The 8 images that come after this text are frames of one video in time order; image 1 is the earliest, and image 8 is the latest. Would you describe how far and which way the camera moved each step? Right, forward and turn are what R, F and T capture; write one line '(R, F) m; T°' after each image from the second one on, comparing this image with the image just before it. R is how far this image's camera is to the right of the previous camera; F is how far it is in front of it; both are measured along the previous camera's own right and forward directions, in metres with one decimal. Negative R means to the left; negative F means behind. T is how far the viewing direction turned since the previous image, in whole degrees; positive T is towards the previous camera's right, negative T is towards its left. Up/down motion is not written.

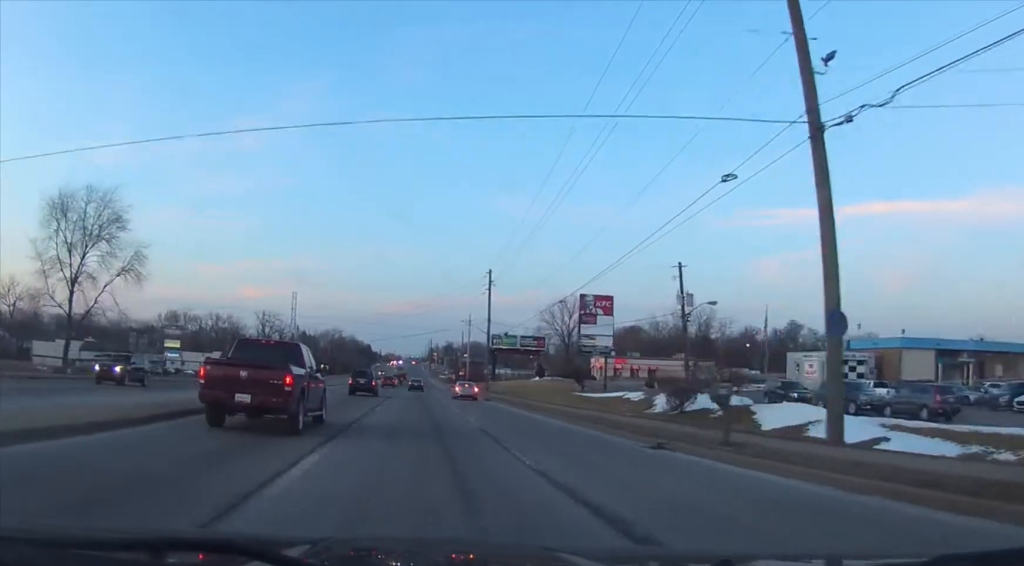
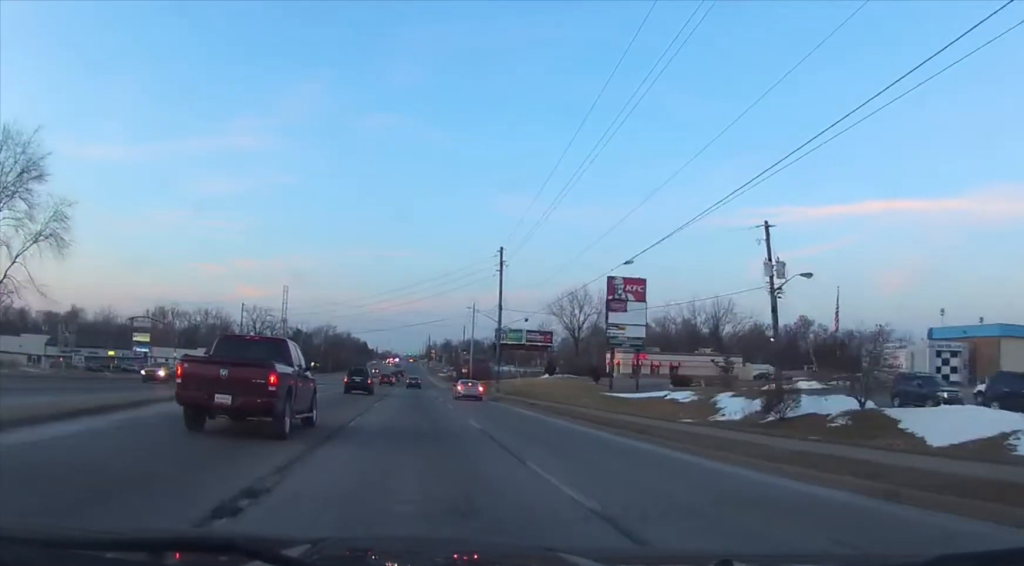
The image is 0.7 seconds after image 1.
(0.0, +13.2) m; 0°
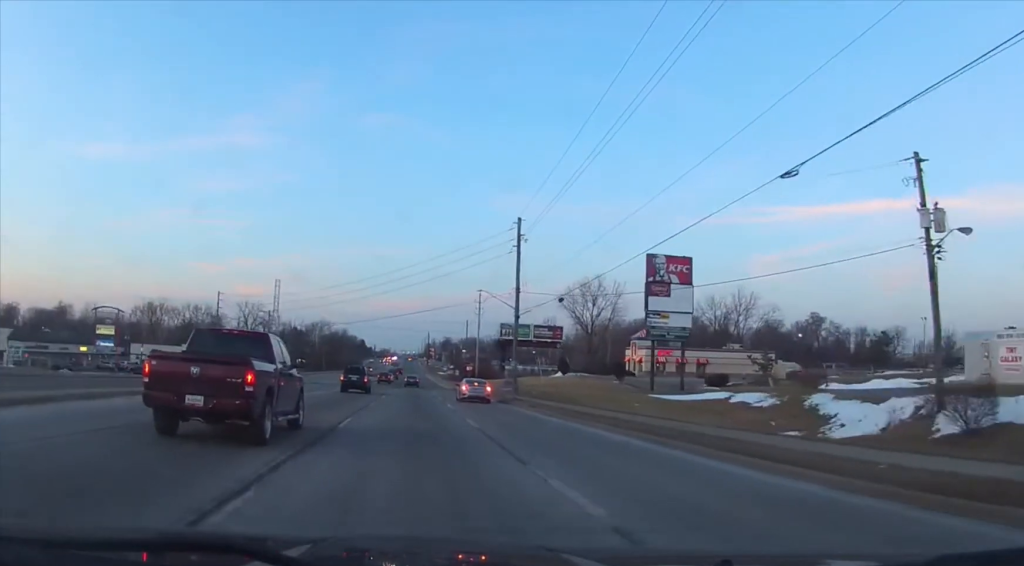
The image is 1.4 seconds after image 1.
(0.0, +13.1) m; 0°
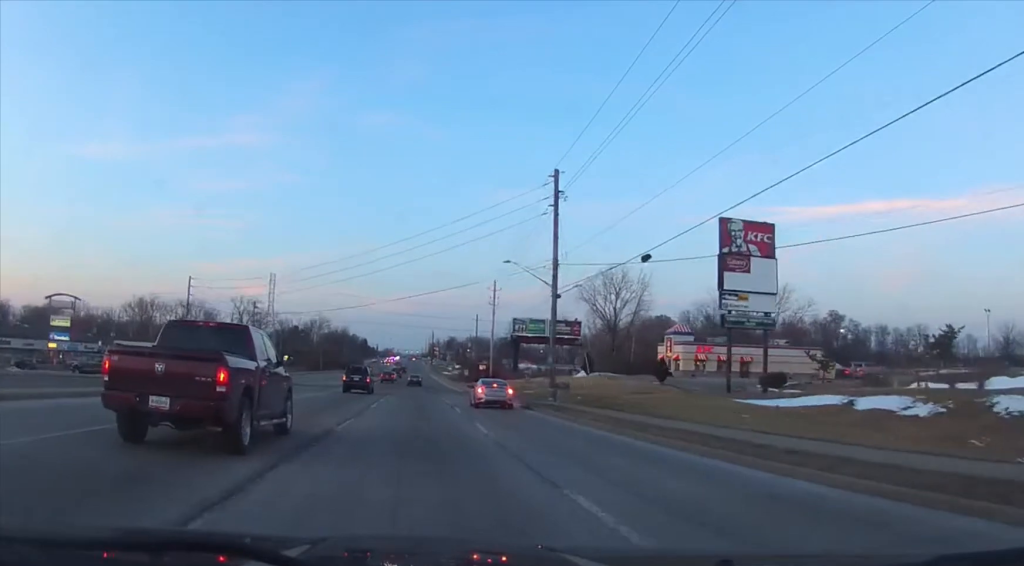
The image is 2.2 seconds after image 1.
(0.0, +14.6) m; 0°
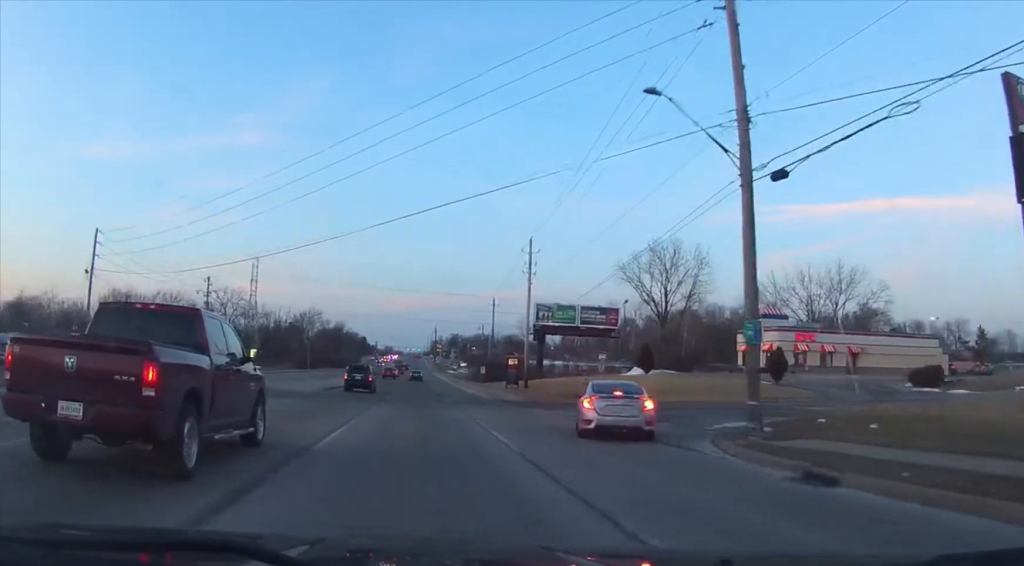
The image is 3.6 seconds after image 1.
(+0.4, +27.3) m; +2°
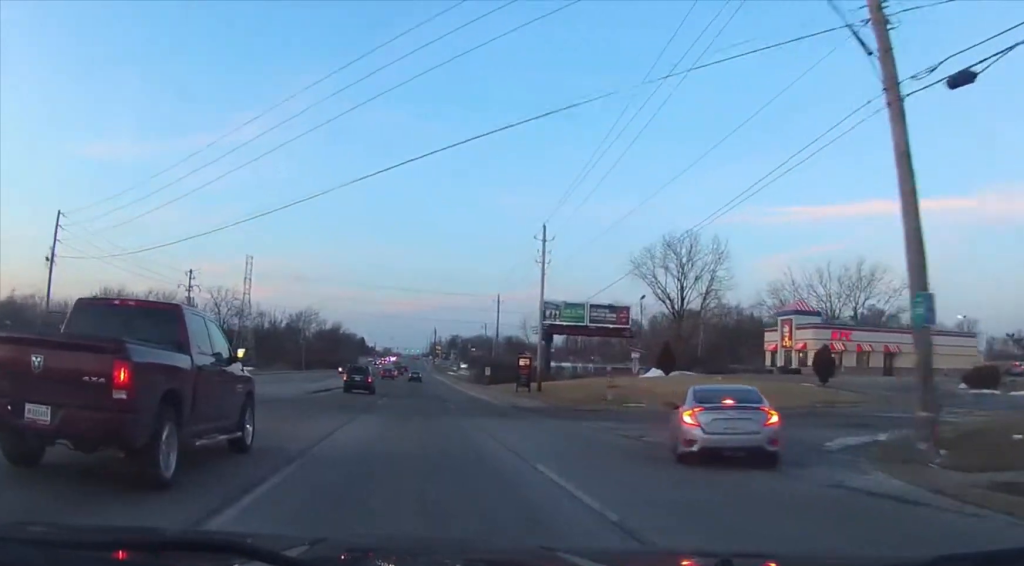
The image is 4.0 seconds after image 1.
(0.0, +7.8) m; 0°
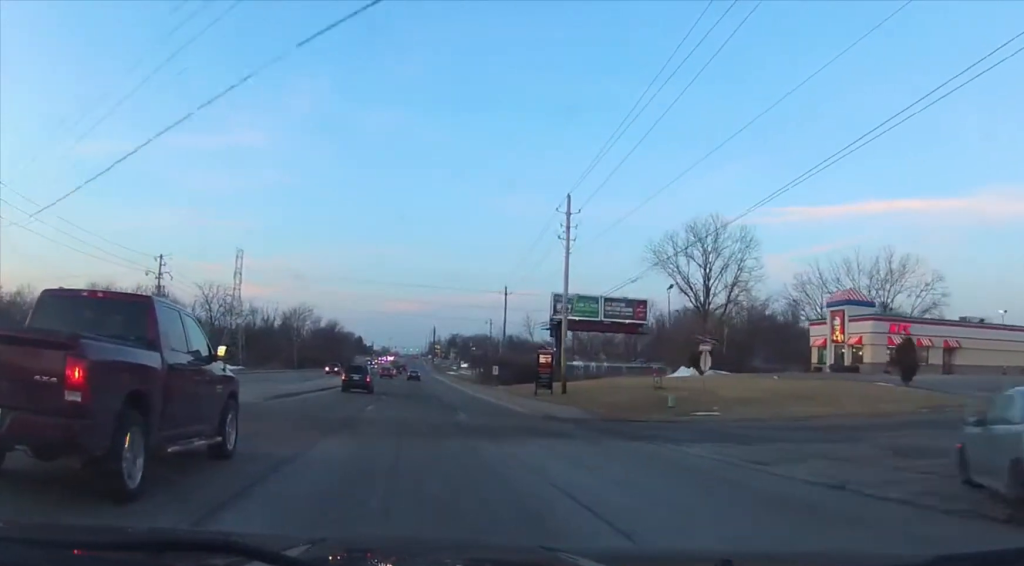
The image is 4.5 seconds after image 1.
(0.0, +9.8) m; 0°
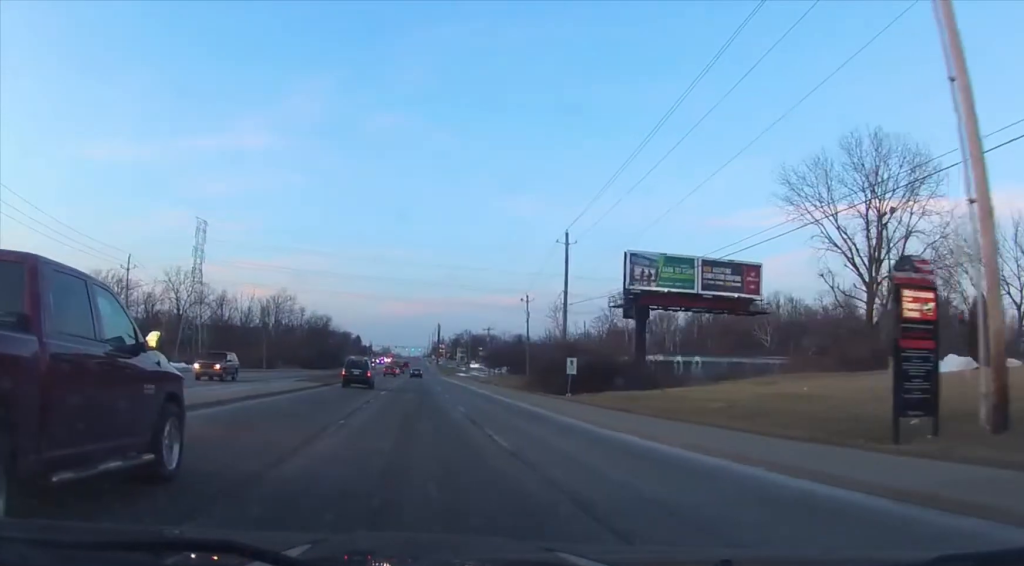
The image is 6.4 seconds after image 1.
(0.0, +36.7) m; 0°
